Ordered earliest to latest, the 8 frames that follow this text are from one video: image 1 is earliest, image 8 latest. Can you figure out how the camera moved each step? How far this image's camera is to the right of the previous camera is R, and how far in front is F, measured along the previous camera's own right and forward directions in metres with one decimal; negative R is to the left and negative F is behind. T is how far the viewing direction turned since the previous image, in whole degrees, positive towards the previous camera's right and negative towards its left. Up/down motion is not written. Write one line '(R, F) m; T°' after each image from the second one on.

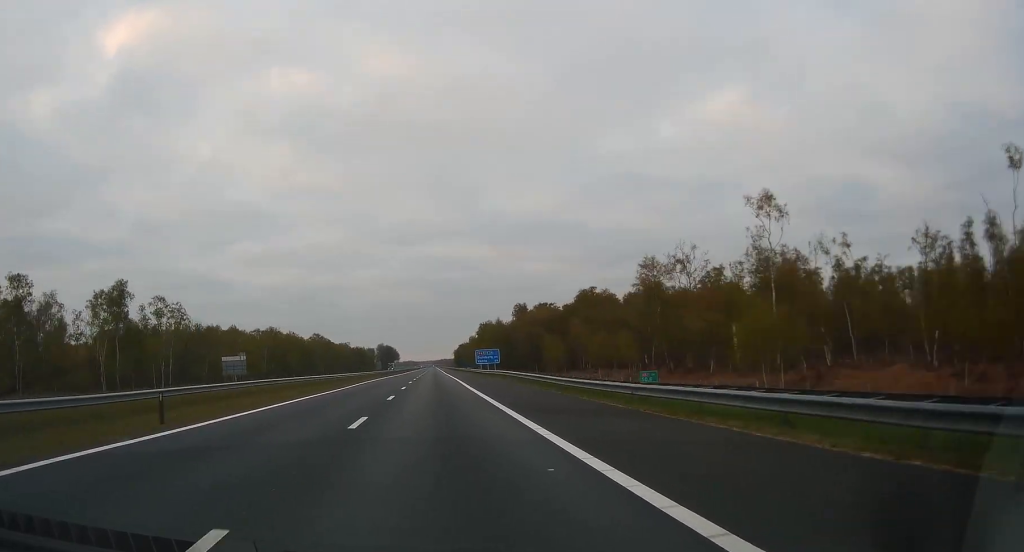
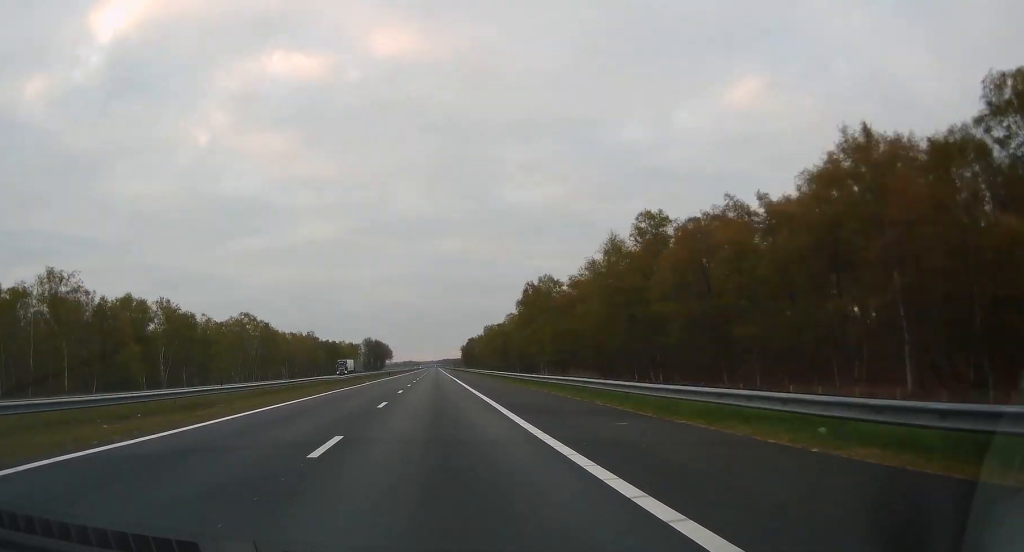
(-0.1, +113.0) m; 0°
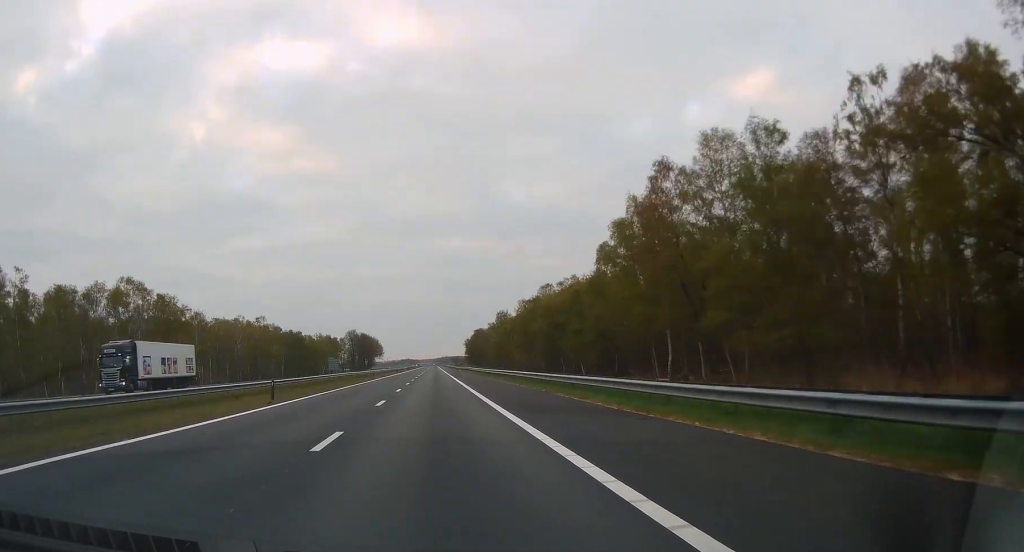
(-0.2, +70.4) m; 0°
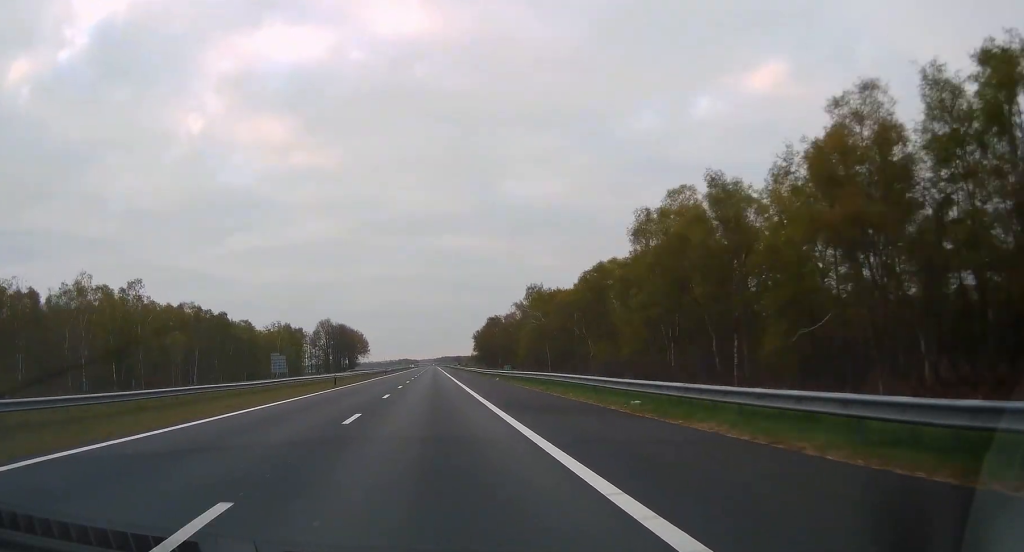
(-0.6, +79.6) m; 0°
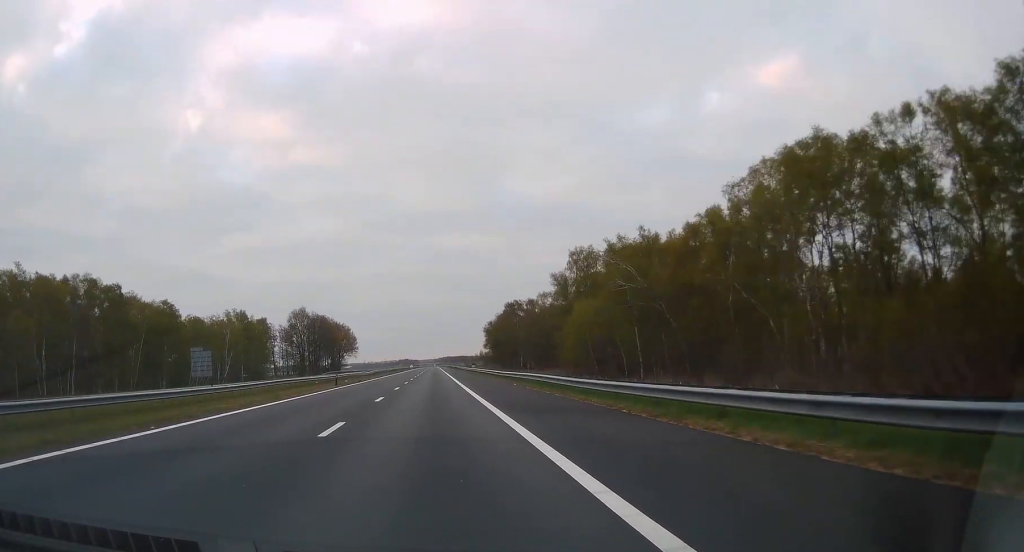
(+0.4, +51.0) m; 0°
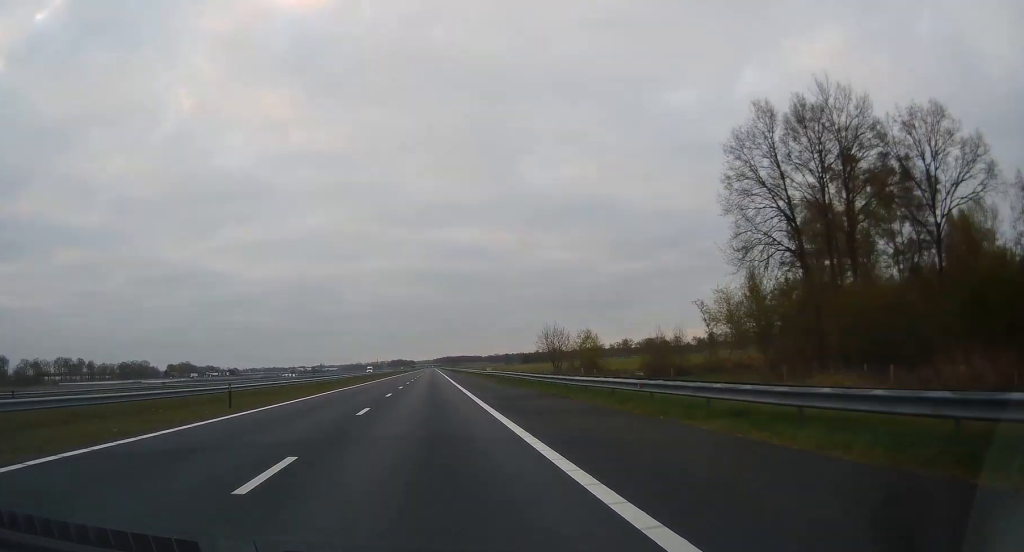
(+0.4, +214.7) m; 0°
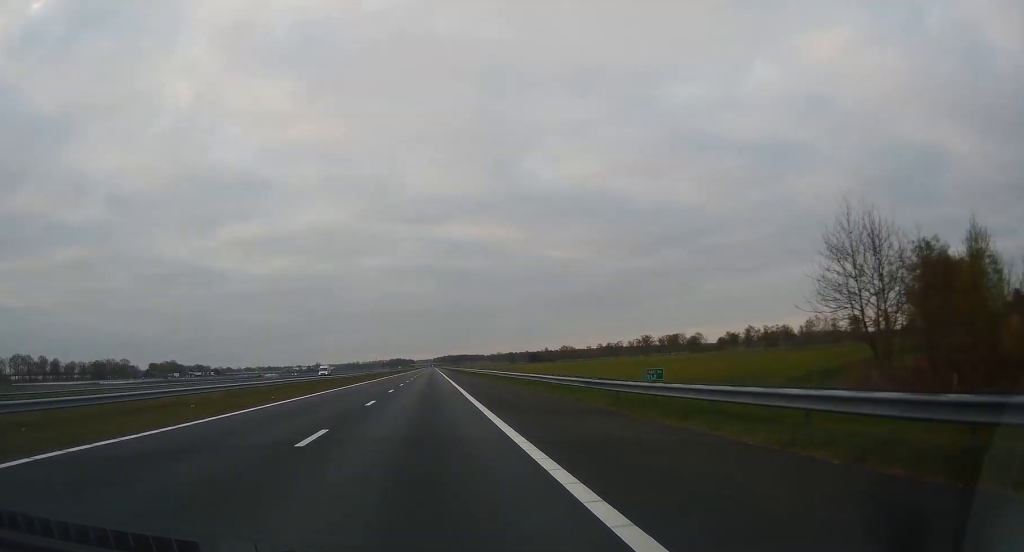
(+0.1, +53.4) m; 0°
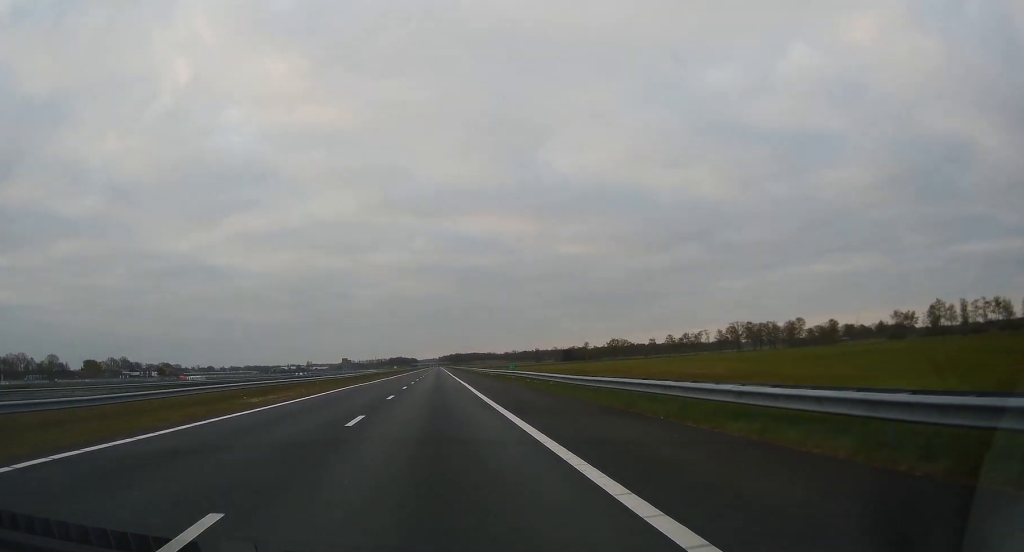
(-0.6, +148.7) m; 0°
